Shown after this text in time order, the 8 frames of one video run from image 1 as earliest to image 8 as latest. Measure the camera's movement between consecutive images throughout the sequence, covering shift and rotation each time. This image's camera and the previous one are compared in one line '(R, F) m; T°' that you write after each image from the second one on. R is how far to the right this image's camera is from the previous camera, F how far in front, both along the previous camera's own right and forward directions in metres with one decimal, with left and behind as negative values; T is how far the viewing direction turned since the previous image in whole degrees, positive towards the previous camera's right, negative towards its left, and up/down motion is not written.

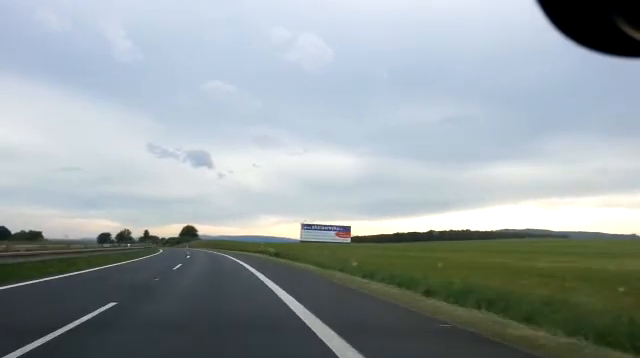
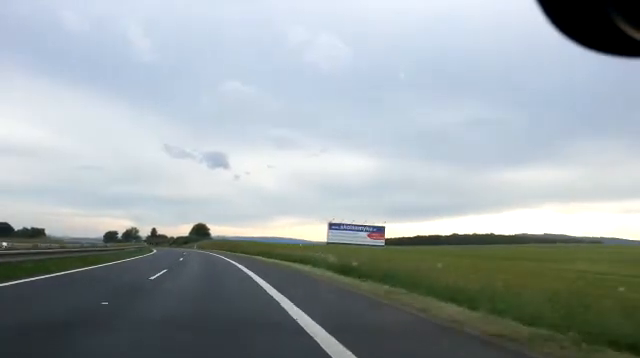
(-0.1, +24.8) m; -1°
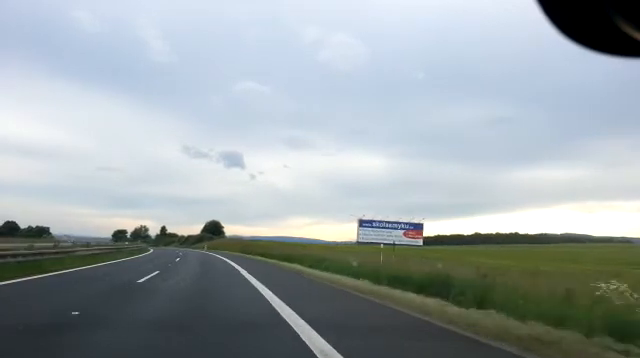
(-0.1, +19.7) m; -1°
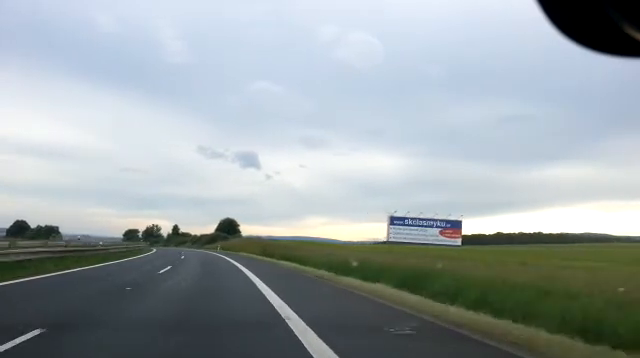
(0.0, +14.0) m; -1°
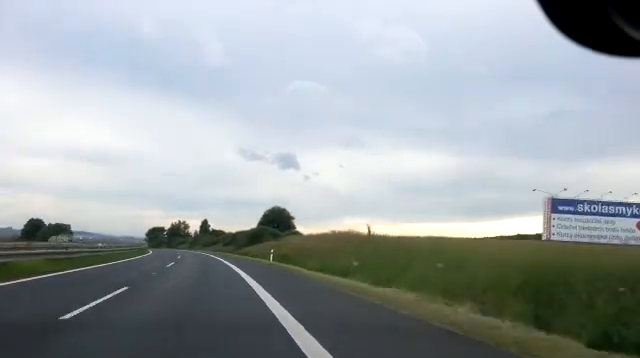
(-2.7, +49.4) m; -6°
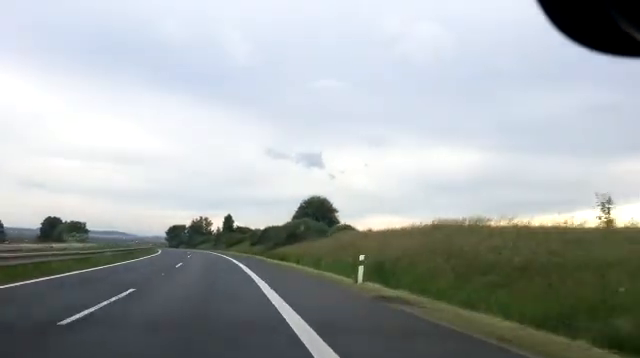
(-0.5, +19.4) m; -1°
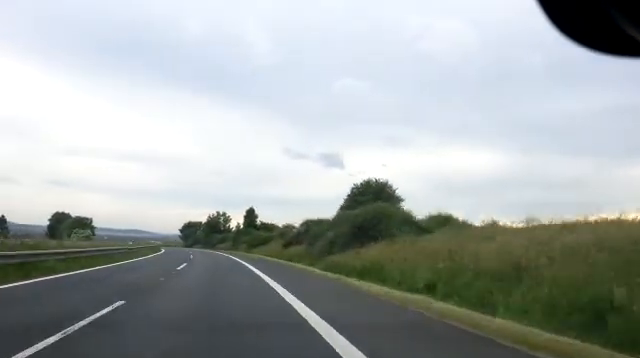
(0.0, +22.0) m; 0°
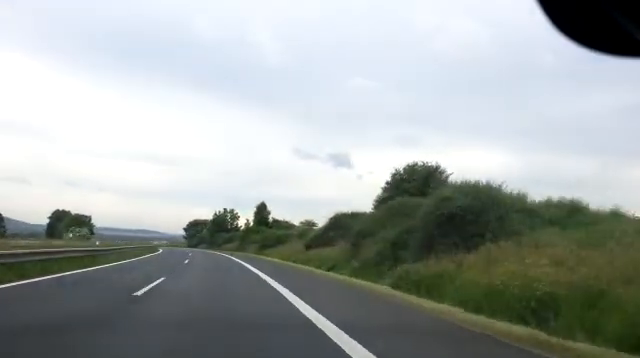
(0.0, +11.9) m; -1°
